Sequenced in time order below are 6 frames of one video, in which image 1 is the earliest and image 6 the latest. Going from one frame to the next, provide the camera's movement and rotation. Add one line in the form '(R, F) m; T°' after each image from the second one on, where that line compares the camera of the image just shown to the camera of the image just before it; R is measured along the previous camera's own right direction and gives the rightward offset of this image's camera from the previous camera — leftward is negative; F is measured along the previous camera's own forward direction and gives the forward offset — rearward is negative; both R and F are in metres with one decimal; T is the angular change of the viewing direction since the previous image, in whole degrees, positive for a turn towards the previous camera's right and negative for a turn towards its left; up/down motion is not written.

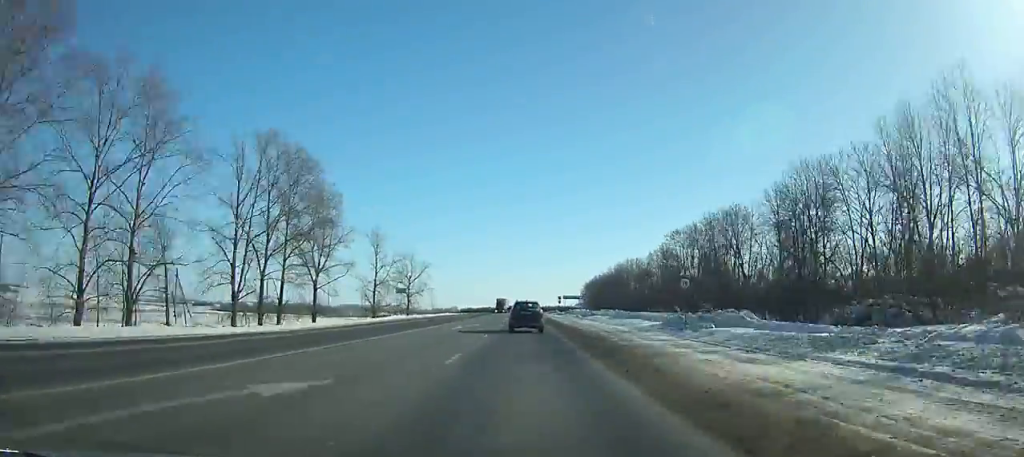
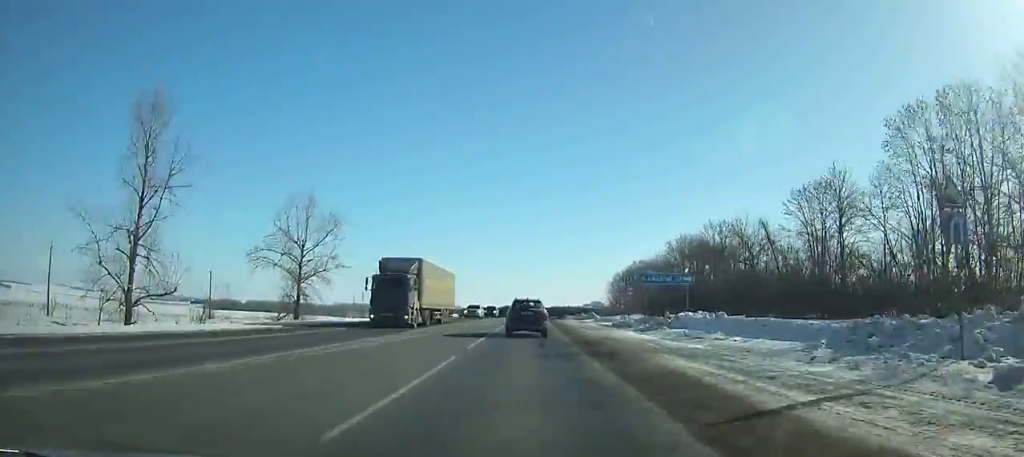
(+0.1, +73.2) m; 0°
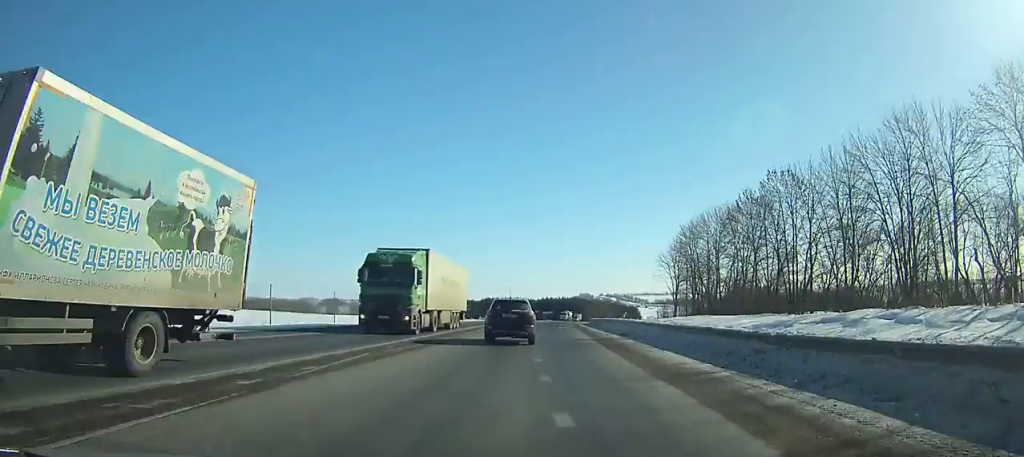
(+0.2, +99.5) m; +1°
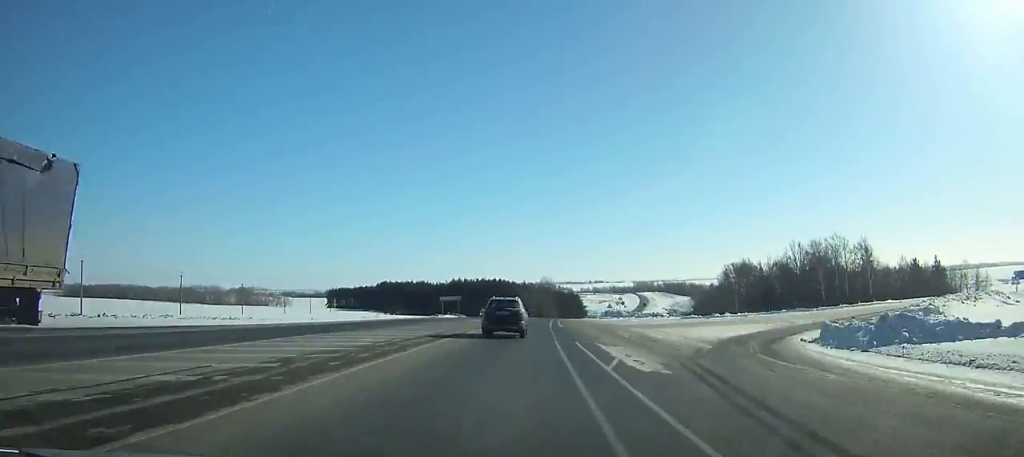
(+5.3, +118.6) m; +6°
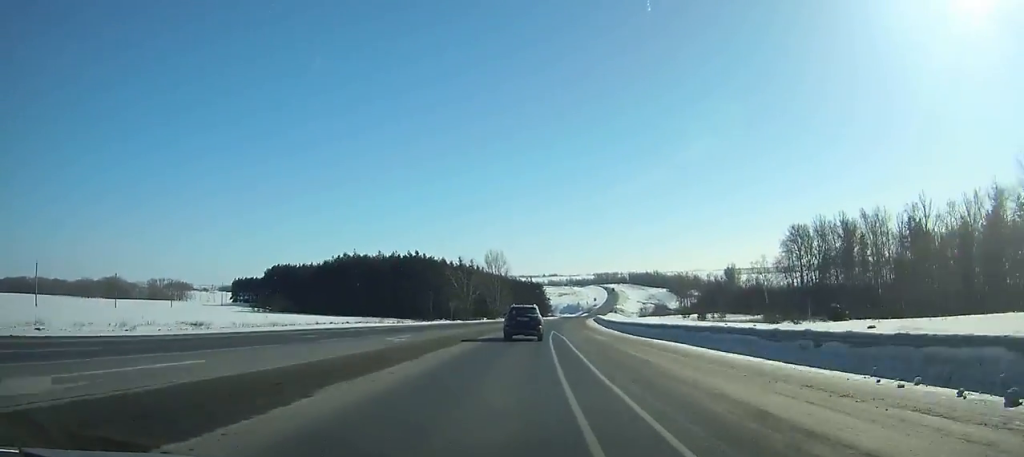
(+5.1, +101.5) m; +6°
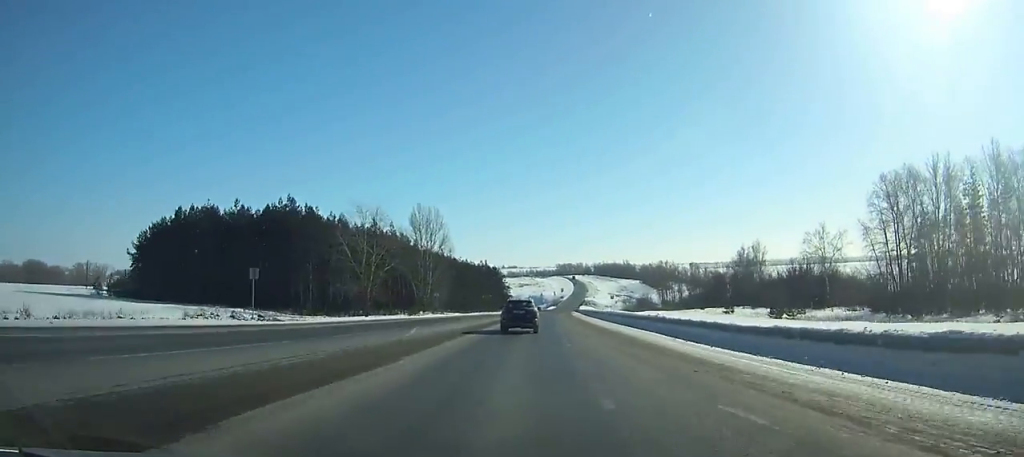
(+2.3, +62.4) m; +4°
